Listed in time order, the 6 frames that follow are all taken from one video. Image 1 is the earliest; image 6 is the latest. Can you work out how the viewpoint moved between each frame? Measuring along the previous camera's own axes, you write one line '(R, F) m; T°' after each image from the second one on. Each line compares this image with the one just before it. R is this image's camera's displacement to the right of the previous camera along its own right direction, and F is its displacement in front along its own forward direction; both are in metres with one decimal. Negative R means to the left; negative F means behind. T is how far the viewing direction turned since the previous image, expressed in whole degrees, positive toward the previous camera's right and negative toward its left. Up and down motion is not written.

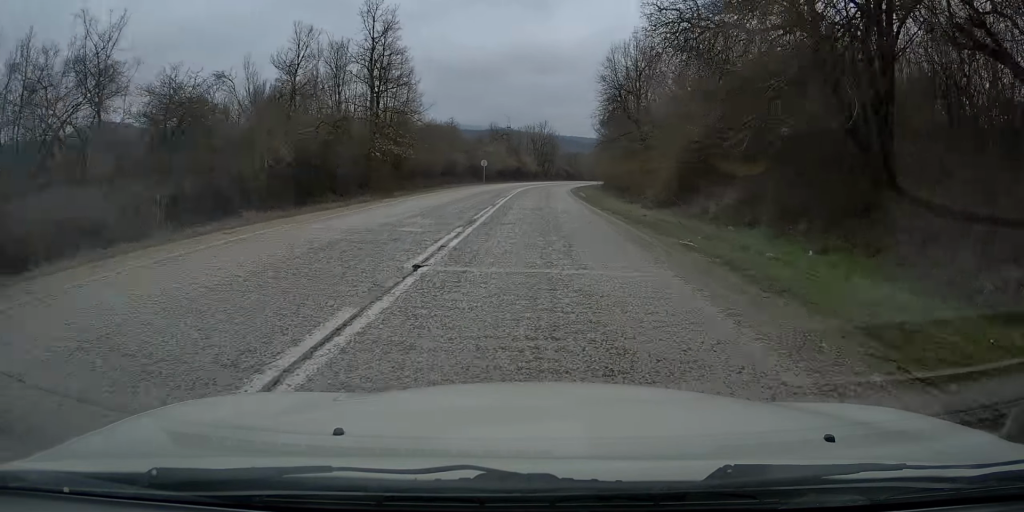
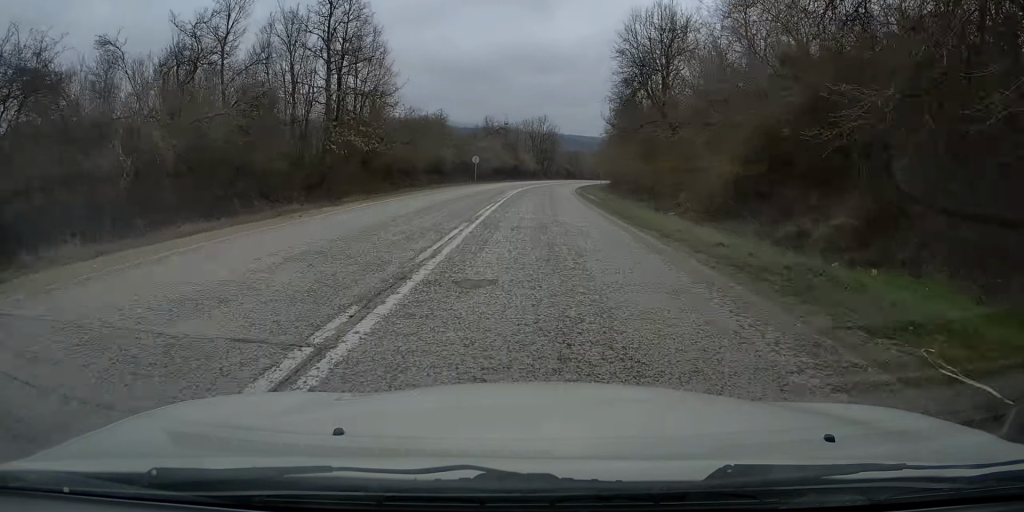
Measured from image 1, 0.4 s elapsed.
(0.0, +8.6) m; 0°
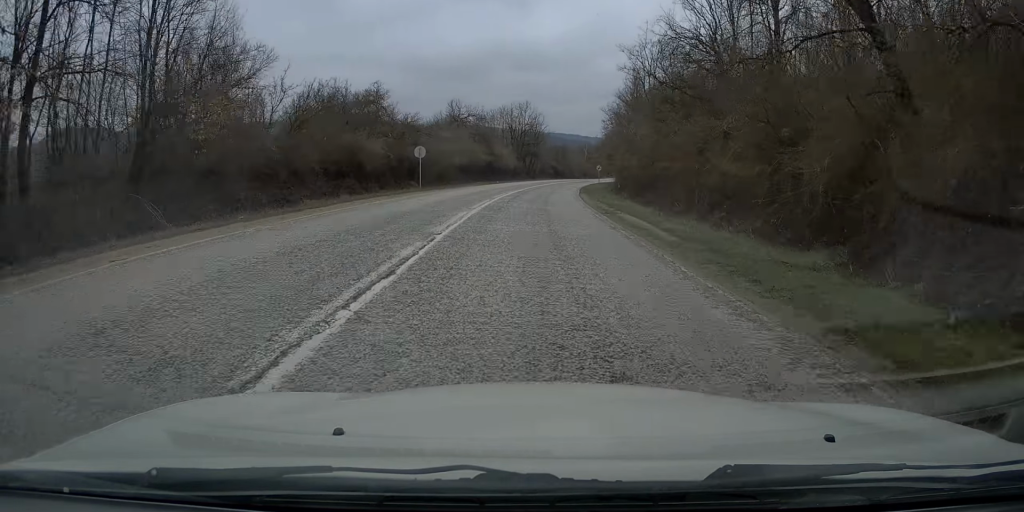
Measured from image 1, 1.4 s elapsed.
(0.0, +22.4) m; 0°
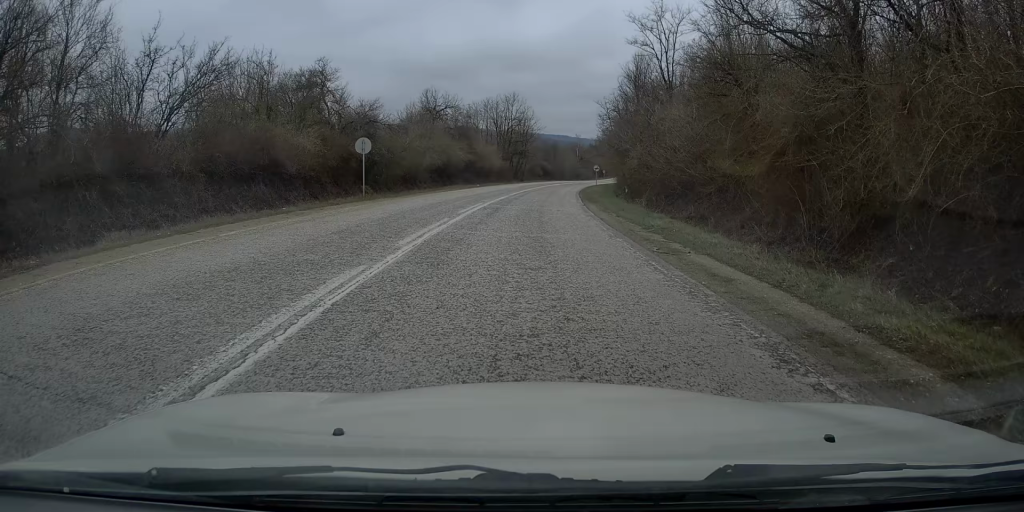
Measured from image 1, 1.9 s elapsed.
(+0.1, +10.9) m; +1°
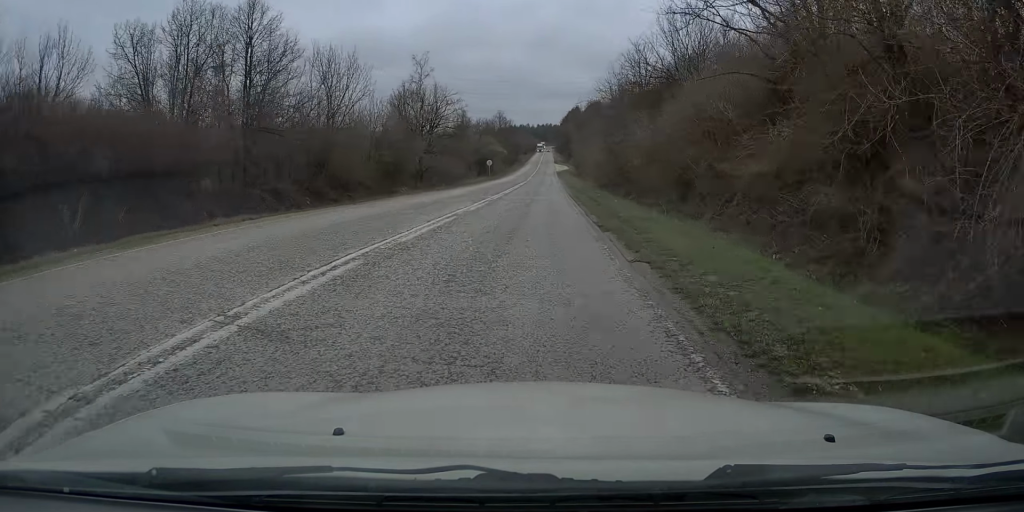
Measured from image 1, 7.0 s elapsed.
(+10.1, +108.5) m; +10°
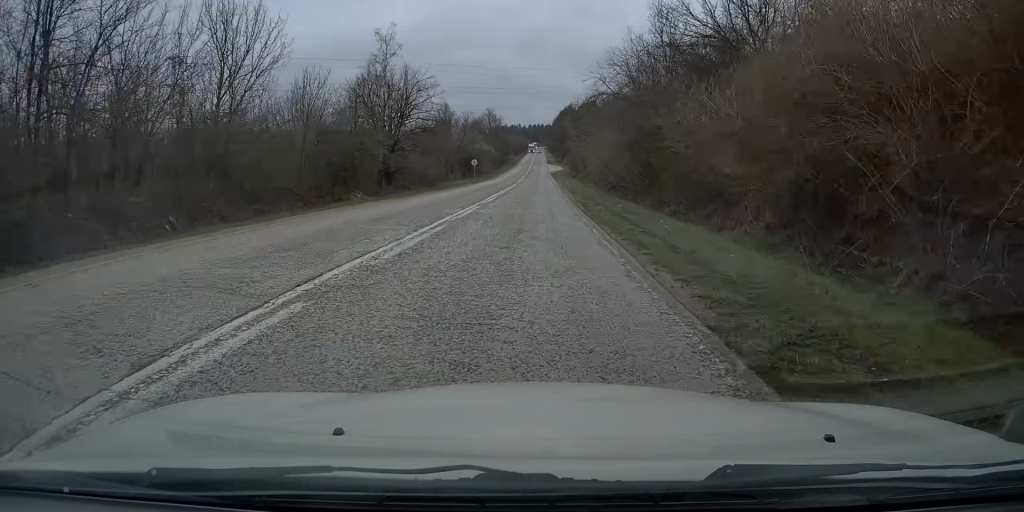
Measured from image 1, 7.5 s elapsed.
(0.0, +11.7) m; +1°
